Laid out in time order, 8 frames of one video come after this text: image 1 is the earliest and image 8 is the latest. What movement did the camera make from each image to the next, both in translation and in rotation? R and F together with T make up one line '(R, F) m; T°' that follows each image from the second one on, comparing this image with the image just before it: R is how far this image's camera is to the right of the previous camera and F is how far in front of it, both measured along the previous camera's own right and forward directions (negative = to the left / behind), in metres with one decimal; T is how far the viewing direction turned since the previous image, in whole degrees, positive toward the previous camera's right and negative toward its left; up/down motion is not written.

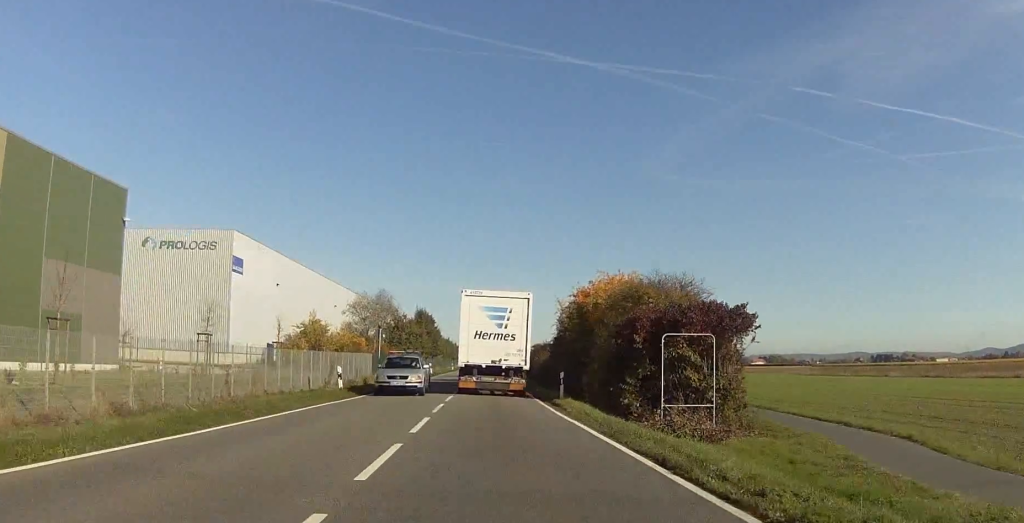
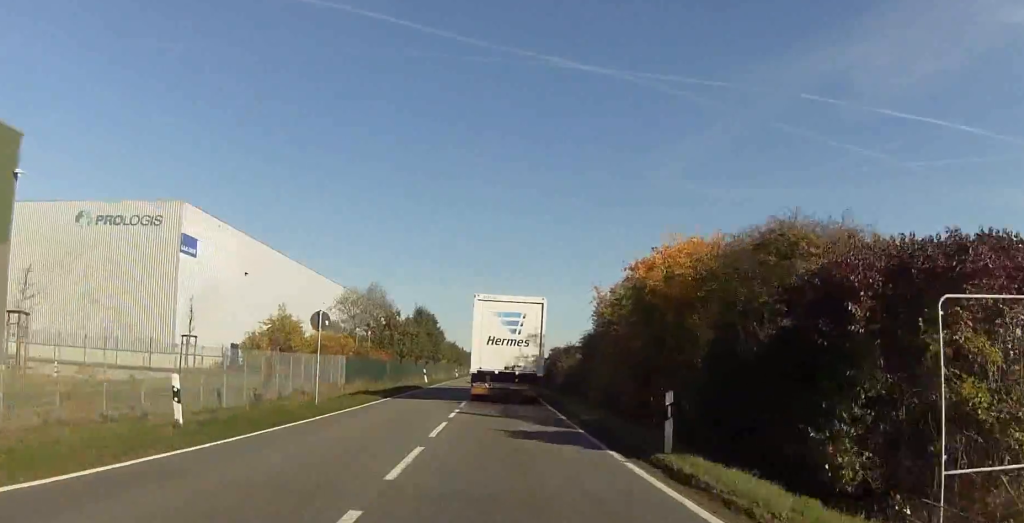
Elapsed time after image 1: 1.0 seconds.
(-0.2, +18.6) m; 0°
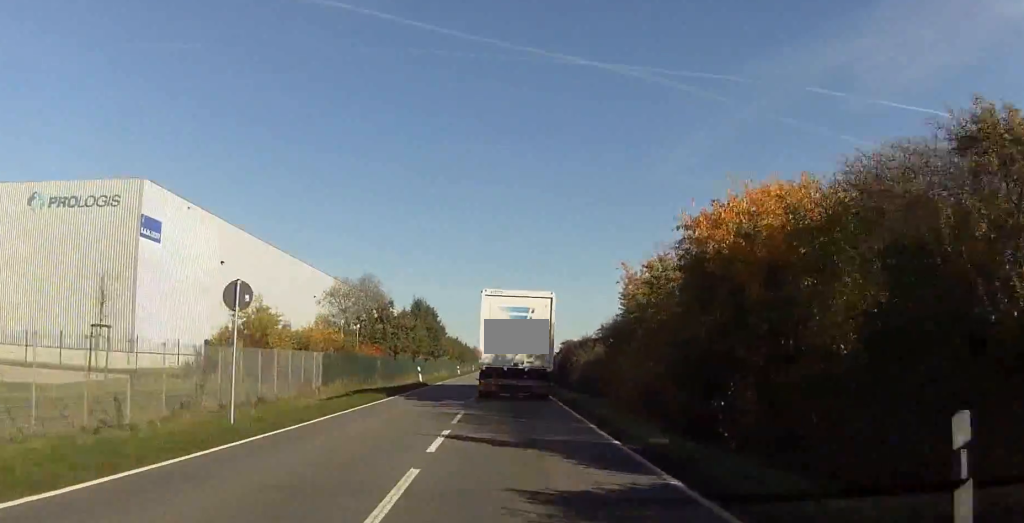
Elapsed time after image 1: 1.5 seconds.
(+0.1, +9.4) m; +1°
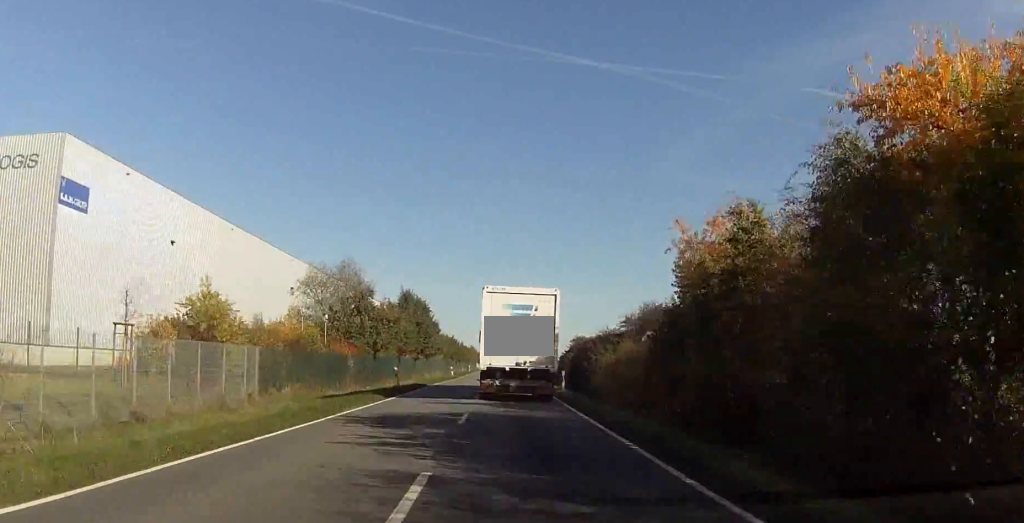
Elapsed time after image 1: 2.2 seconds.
(+0.2, +12.6) m; 0°
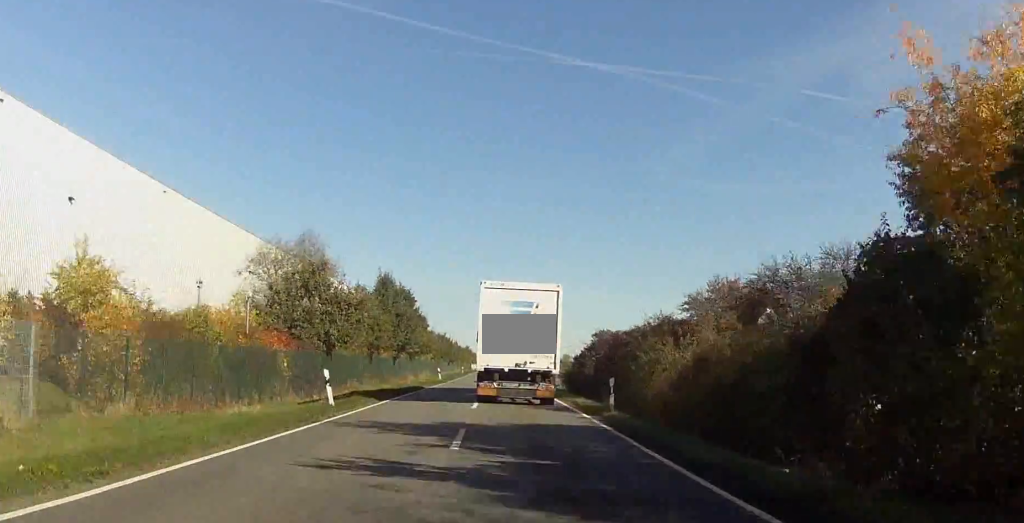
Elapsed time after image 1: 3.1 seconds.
(+0.1, +17.3) m; 0°
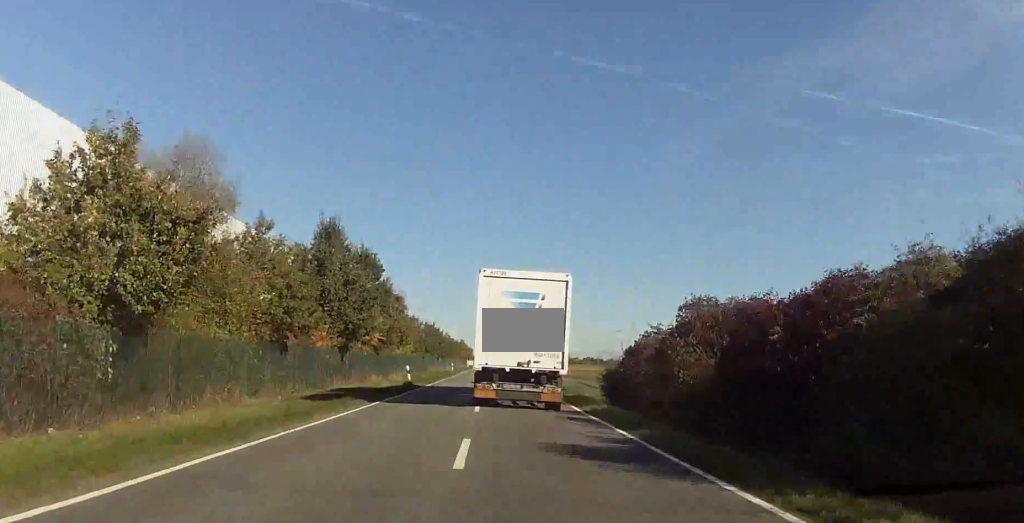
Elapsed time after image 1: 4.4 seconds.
(-0.3, +26.9) m; -1°
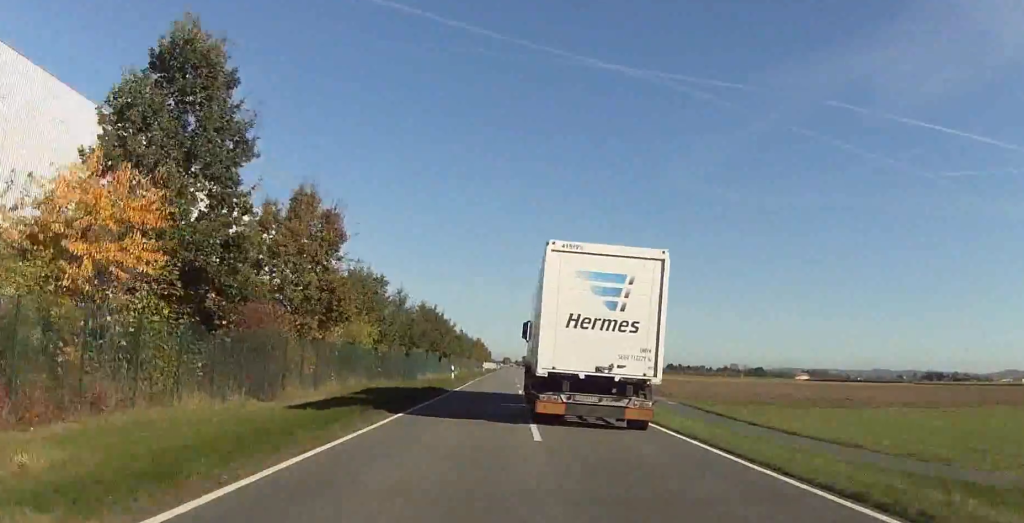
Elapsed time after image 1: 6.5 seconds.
(-0.1, +45.5) m; -1°
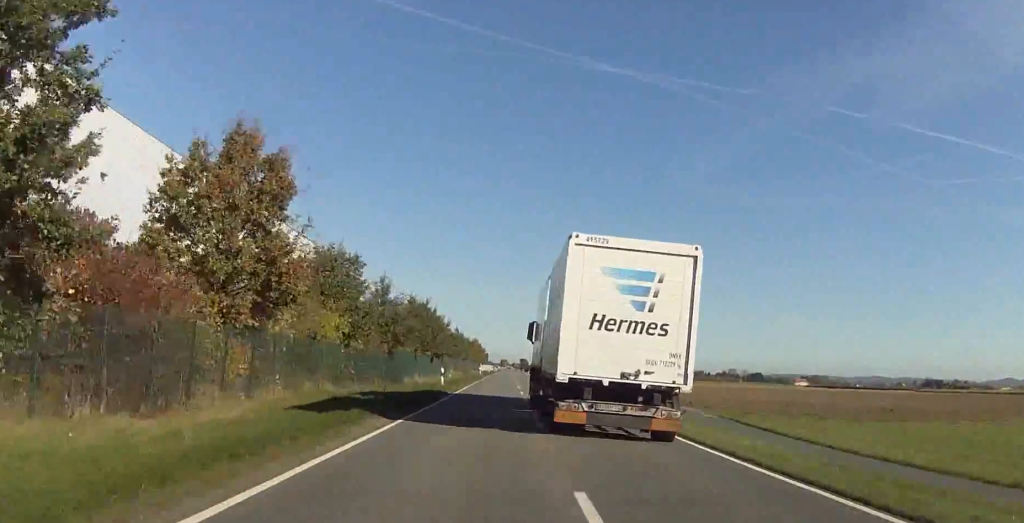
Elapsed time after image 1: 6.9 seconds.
(0.0, +9.3) m; 0°
